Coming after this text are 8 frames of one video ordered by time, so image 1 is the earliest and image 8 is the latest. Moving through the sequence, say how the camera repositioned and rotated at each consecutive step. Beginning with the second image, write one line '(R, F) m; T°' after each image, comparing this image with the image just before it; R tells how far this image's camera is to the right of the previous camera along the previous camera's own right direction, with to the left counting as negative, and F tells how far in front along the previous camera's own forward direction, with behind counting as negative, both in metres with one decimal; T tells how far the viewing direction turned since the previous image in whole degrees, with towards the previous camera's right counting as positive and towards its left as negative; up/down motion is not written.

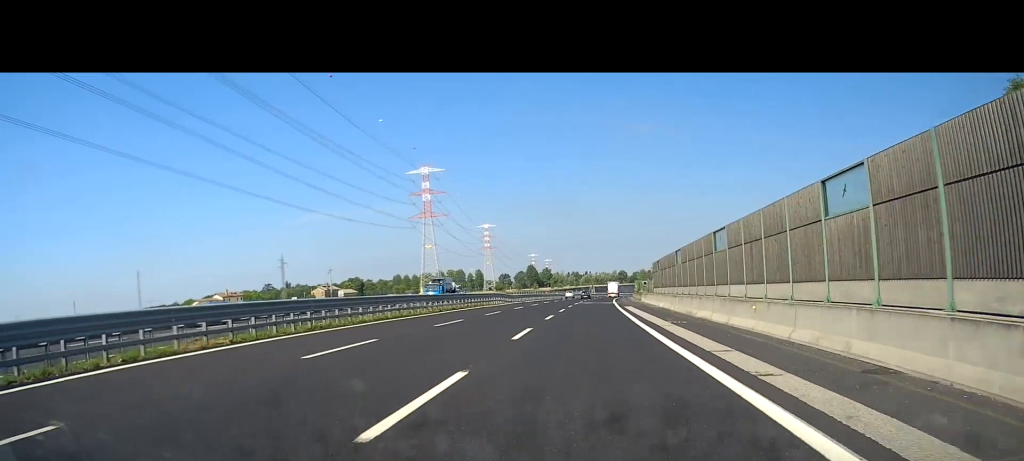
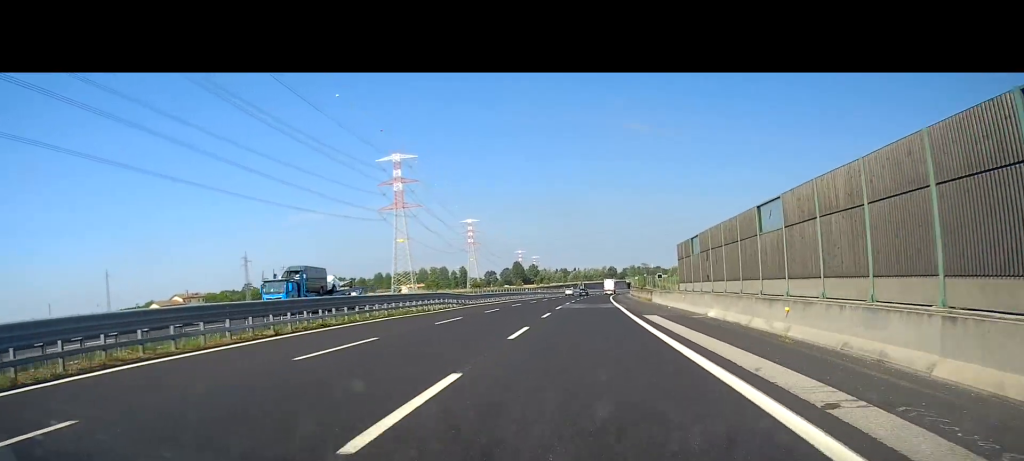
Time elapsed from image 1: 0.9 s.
(0.0, +23.8) m; +1°
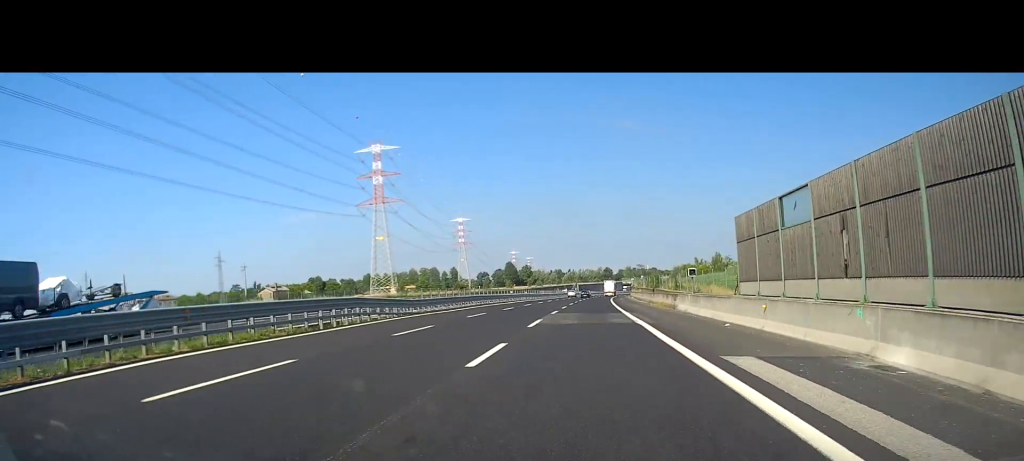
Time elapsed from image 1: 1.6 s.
(+0.1, +17.6) m; +1°
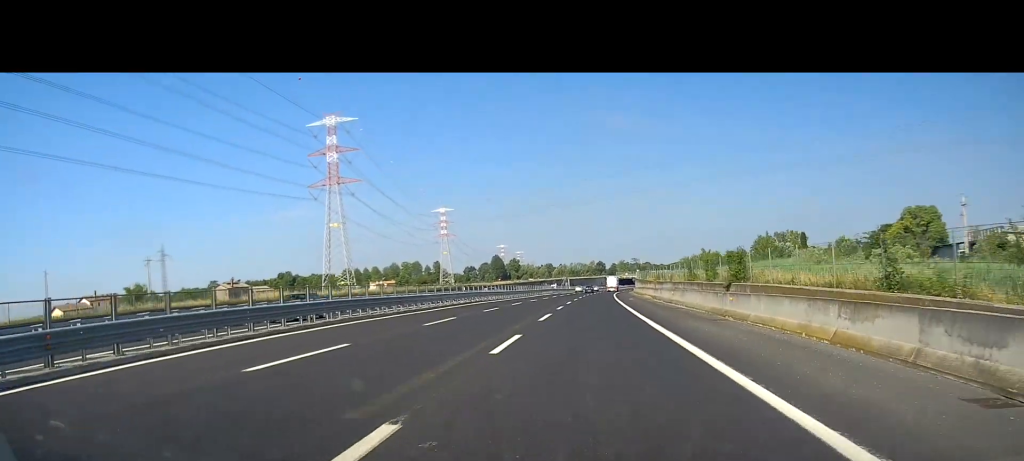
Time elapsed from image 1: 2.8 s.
(+0.5, +33.7) m; +1°
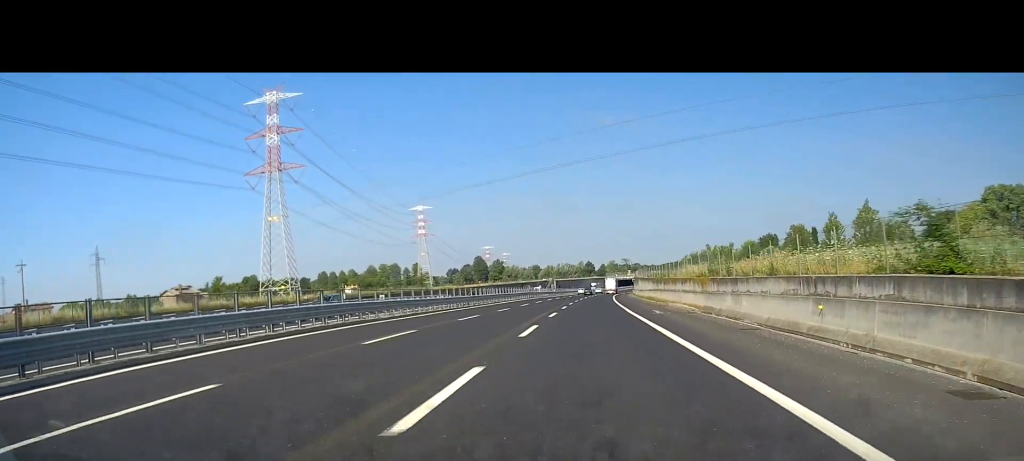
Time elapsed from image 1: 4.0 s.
(0.0, +30.4) m; +1°
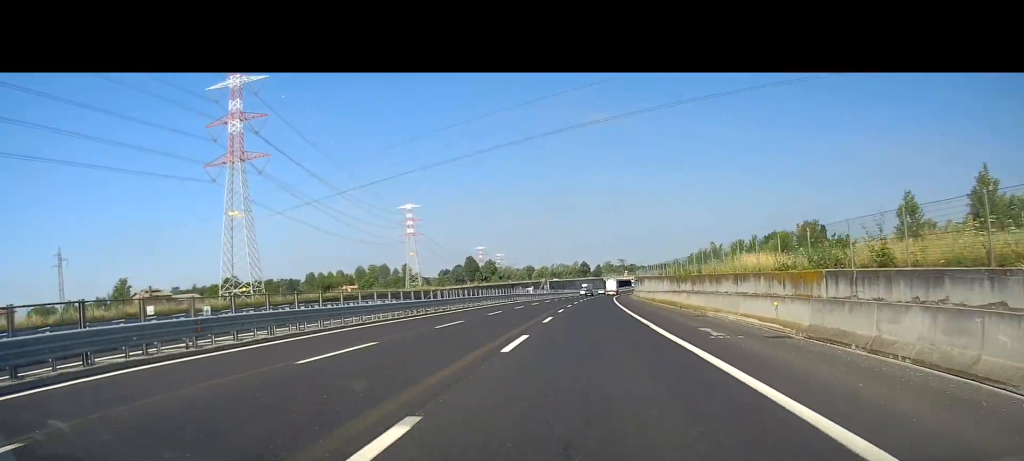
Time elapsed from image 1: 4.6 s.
(+0.1, +16.1) m; +1°
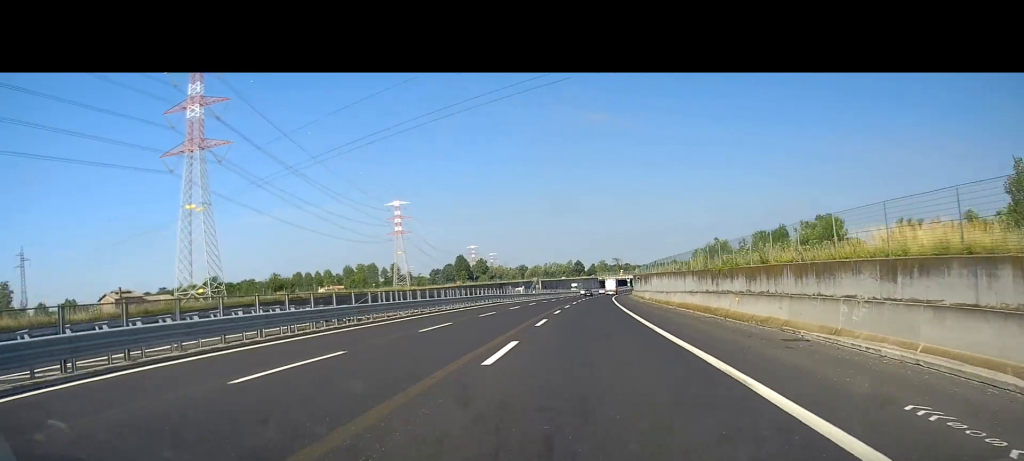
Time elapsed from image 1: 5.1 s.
(+0.1, +14.4) m; +1°
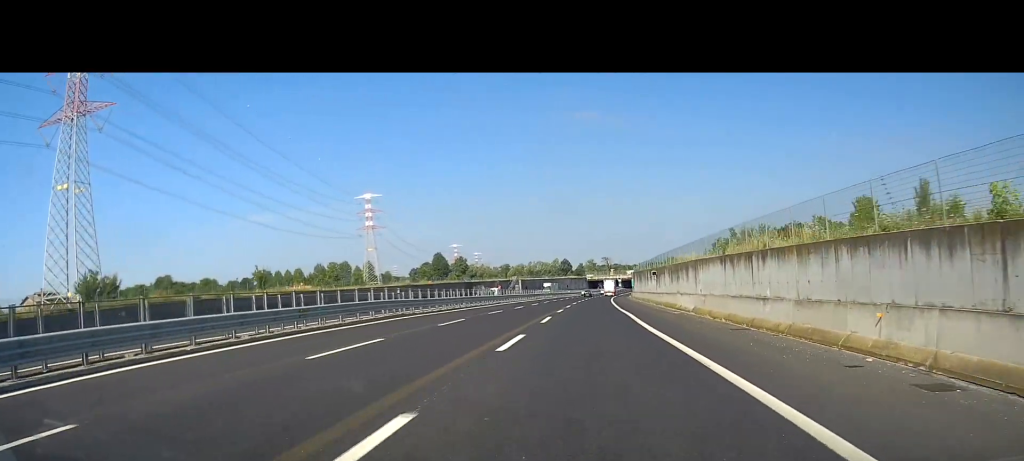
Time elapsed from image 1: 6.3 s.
(+0.6, +33.1) m; +1°
